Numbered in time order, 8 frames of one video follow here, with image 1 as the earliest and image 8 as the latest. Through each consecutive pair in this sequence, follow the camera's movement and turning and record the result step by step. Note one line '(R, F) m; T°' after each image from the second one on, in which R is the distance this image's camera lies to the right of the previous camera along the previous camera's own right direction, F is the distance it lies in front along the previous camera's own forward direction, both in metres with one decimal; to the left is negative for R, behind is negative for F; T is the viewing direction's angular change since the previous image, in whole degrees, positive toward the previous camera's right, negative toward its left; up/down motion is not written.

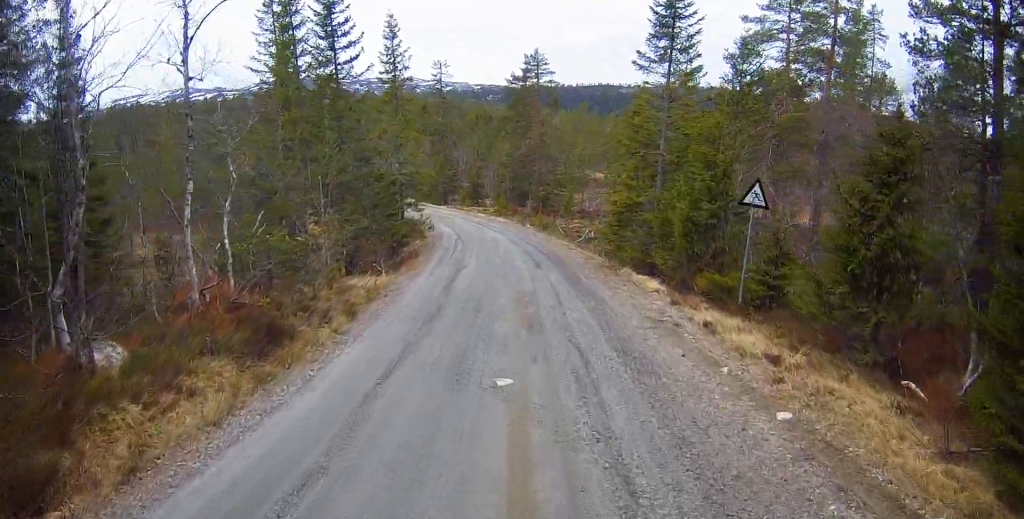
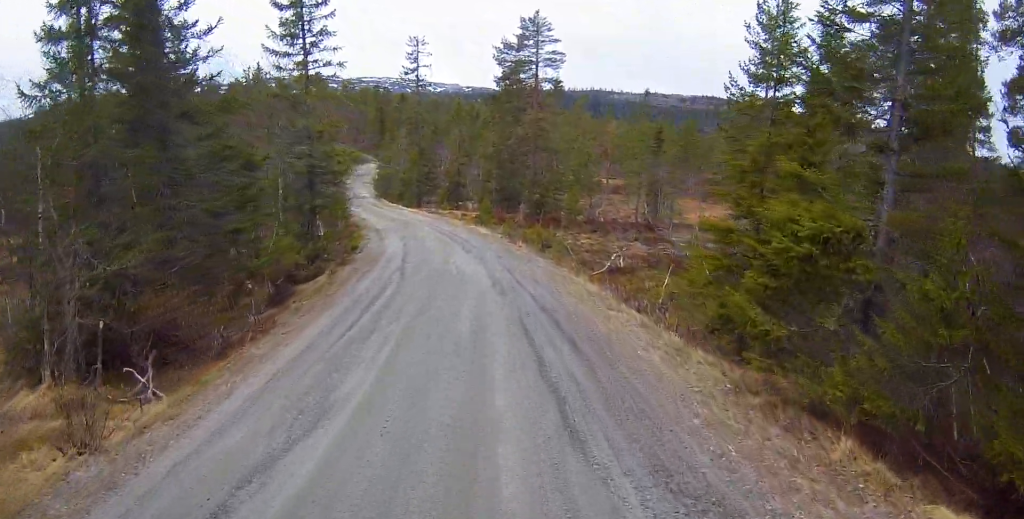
(+0.4, +11.7) m; +1°
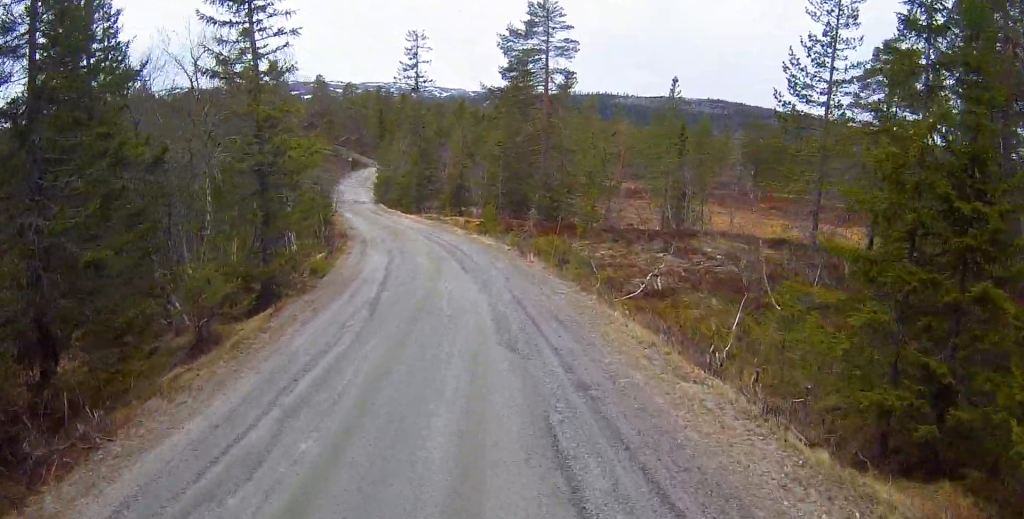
(-0.2, +4.1) m; -2°
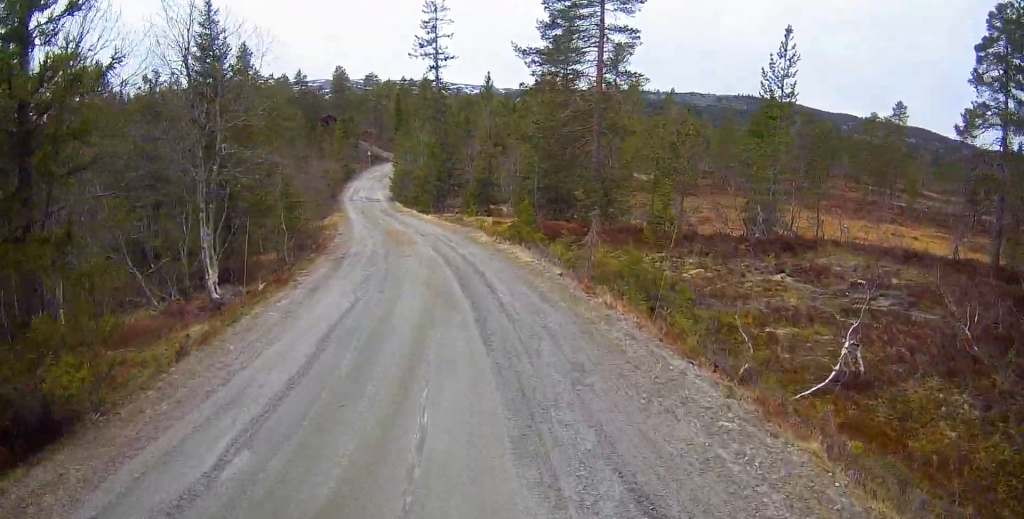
(+0.2, +8.5) m; 0°
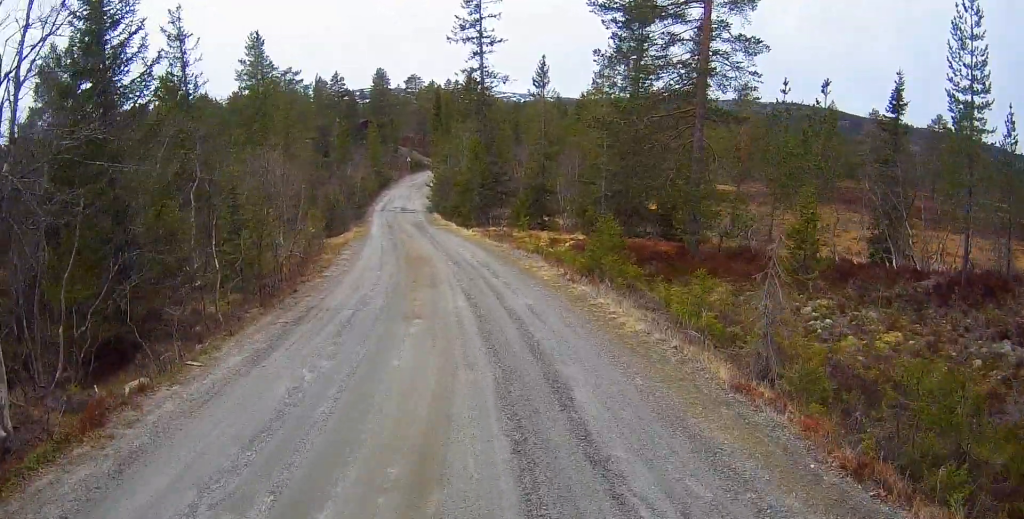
(-0.3, +8.4) m; -7°
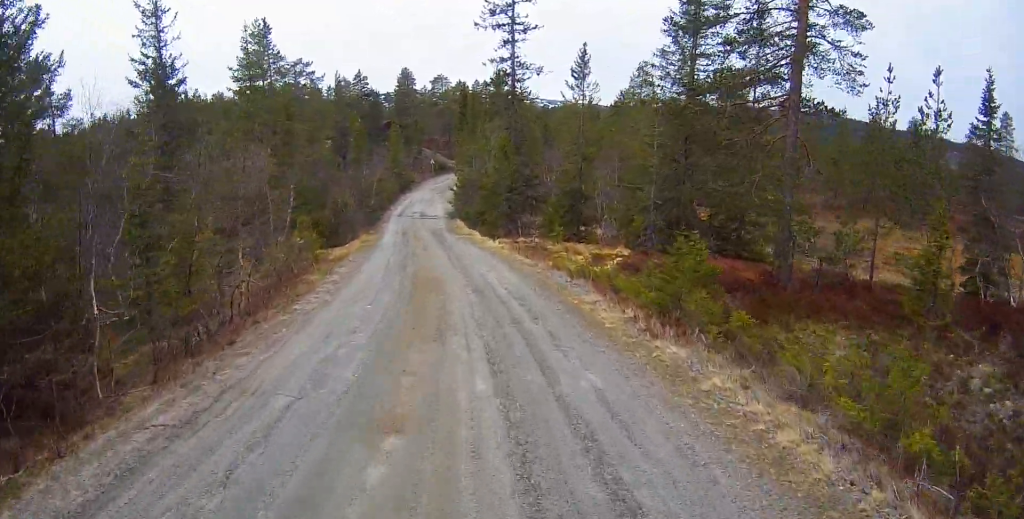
(-0.2, +4.9) m; -4°
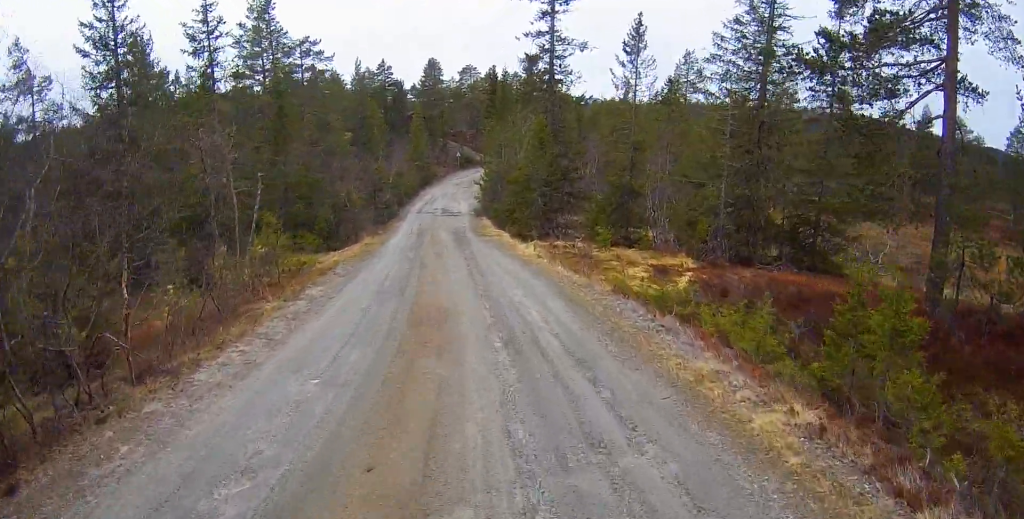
(-0.4, +5.5) m; 0°
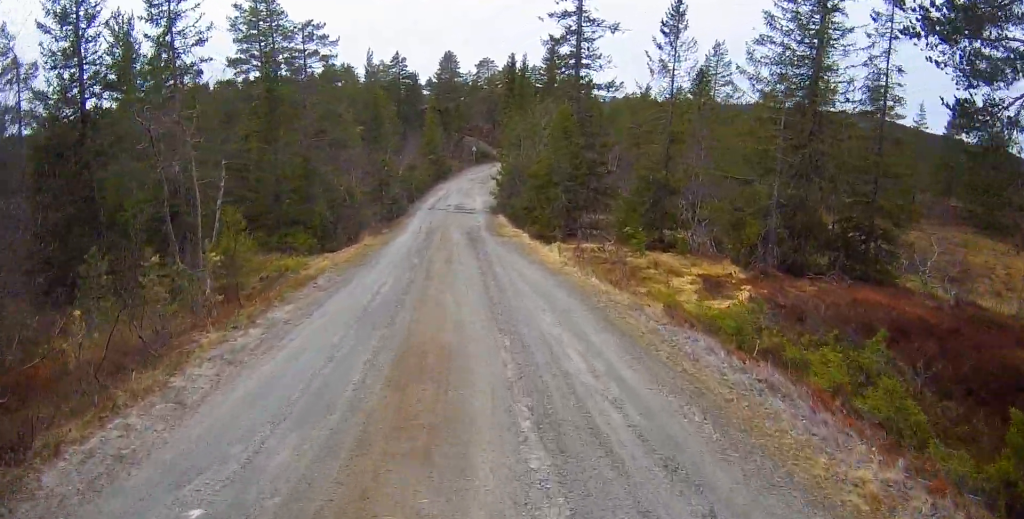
(+0.2, +3.3) m; 0°
